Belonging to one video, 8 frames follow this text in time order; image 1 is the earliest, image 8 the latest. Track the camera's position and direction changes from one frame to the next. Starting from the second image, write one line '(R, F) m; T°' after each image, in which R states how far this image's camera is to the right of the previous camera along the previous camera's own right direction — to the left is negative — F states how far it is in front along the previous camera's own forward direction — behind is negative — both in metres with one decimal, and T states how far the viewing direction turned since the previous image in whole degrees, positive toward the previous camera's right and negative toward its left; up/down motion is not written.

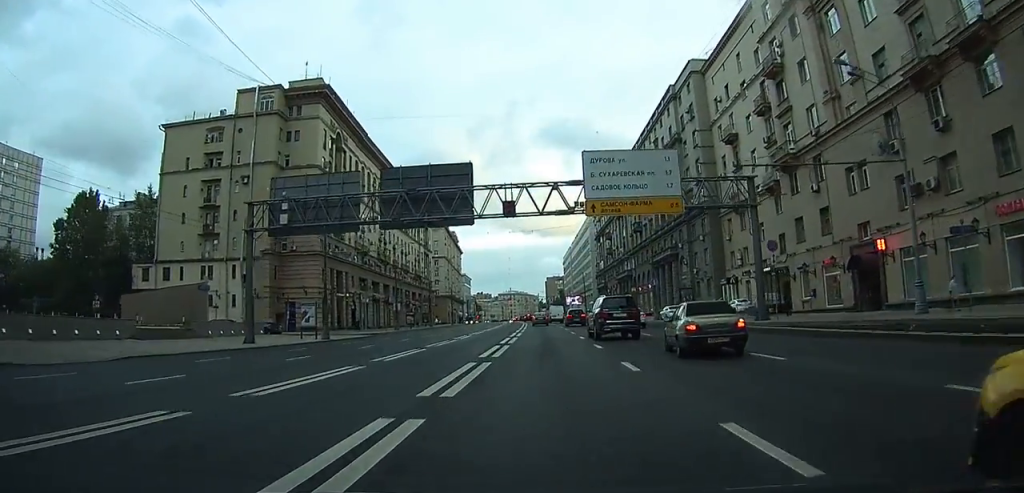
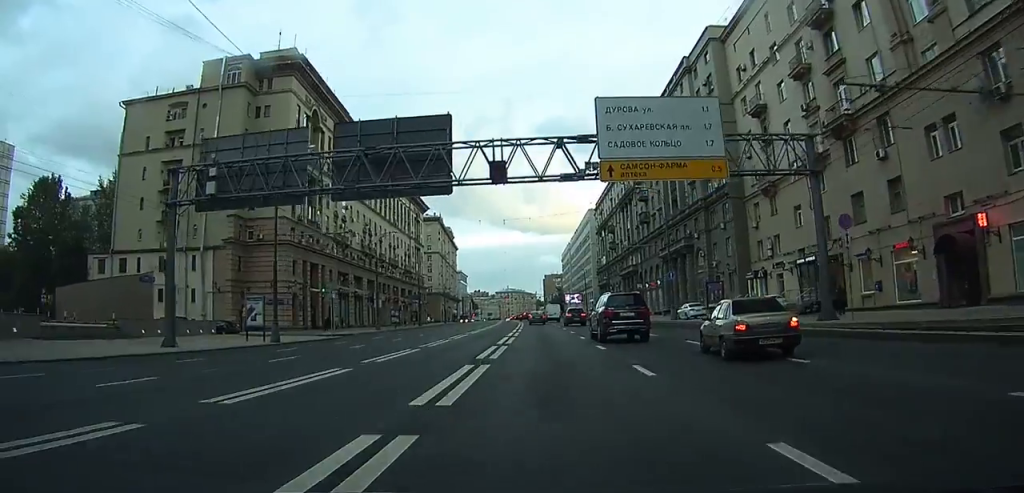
(-0.1, +8.6) m; -1°
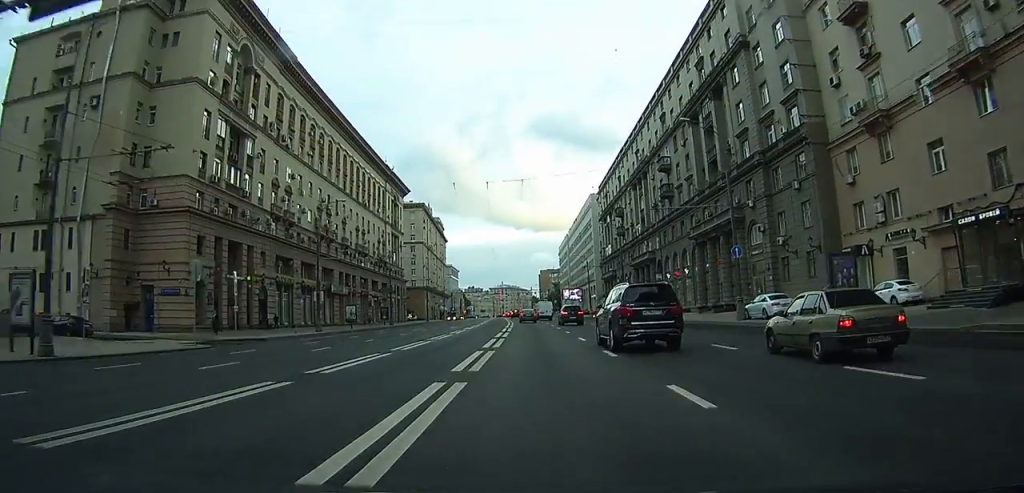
(-0.2, +18.7) m; 0°
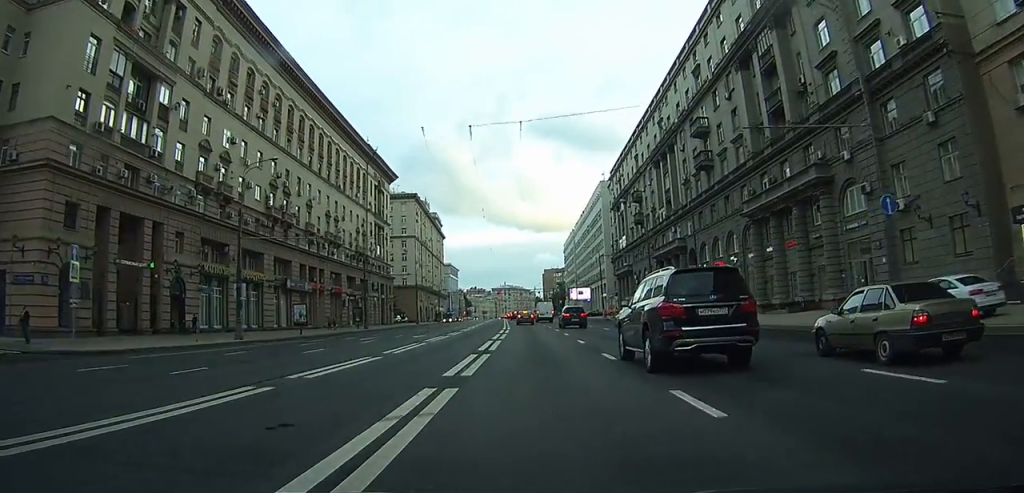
(0.0, +15.8) m; 0°
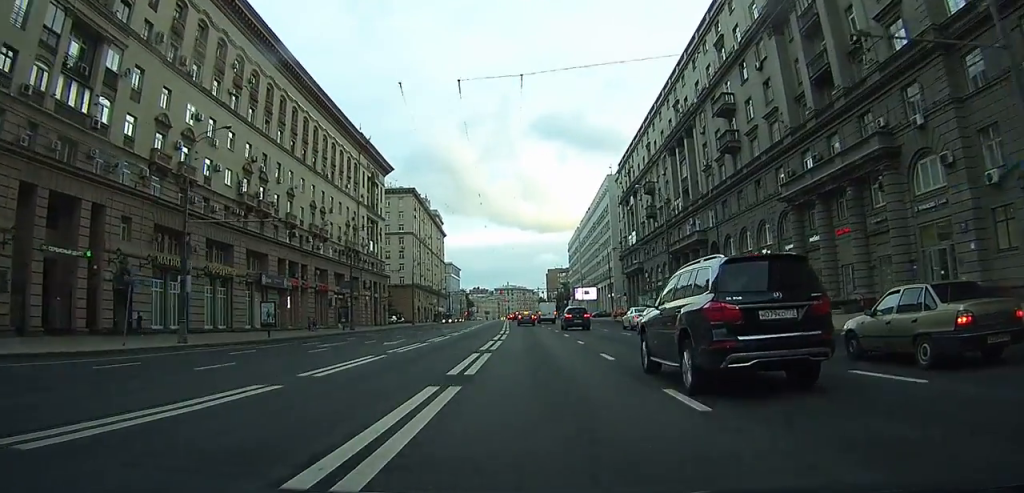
(0.0, +7.2) m; 0°
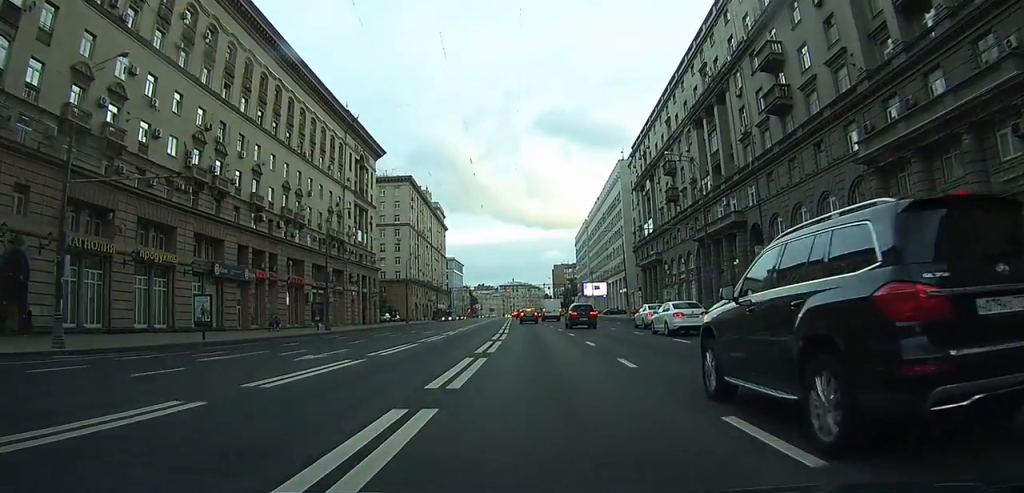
(-0.1, +10.3) m; 0°
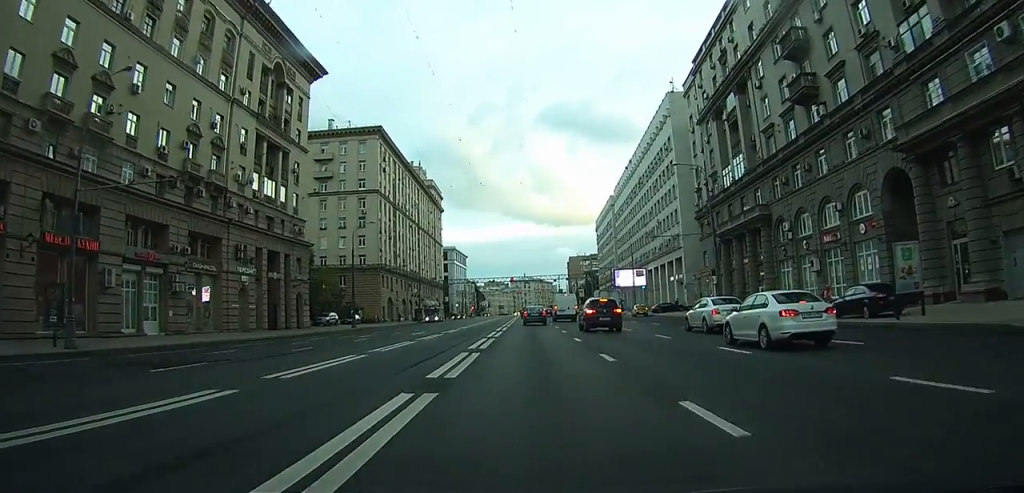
(-0.2, +38.0) m; 0°
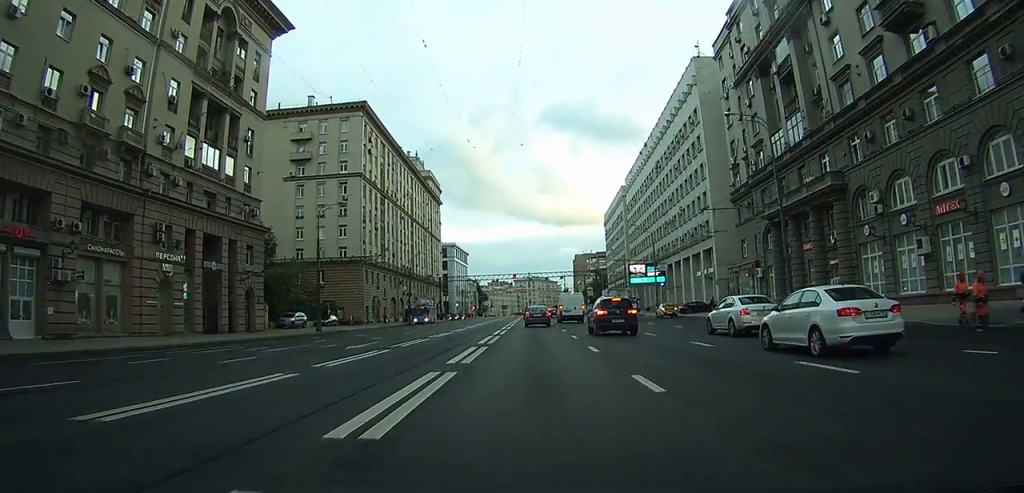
(0.0, +13.3) m; 0°
